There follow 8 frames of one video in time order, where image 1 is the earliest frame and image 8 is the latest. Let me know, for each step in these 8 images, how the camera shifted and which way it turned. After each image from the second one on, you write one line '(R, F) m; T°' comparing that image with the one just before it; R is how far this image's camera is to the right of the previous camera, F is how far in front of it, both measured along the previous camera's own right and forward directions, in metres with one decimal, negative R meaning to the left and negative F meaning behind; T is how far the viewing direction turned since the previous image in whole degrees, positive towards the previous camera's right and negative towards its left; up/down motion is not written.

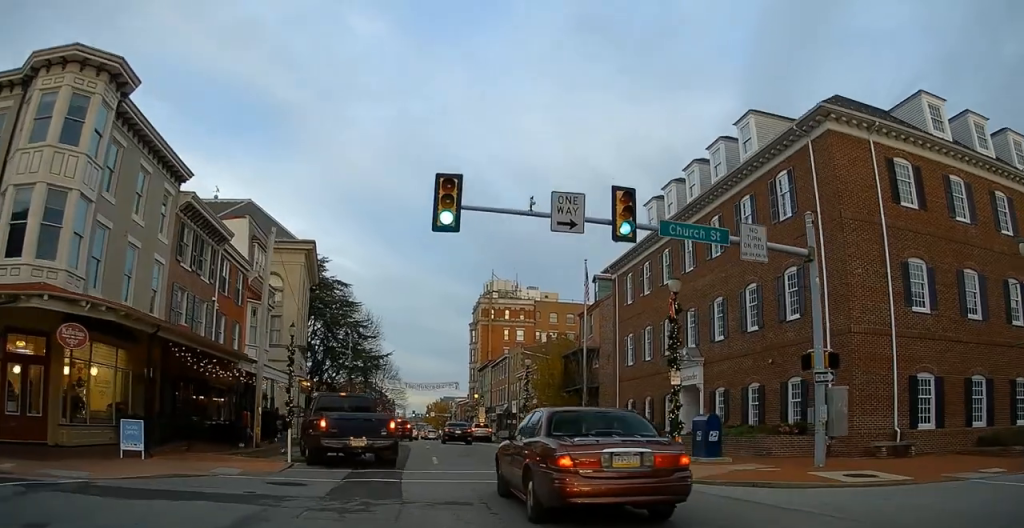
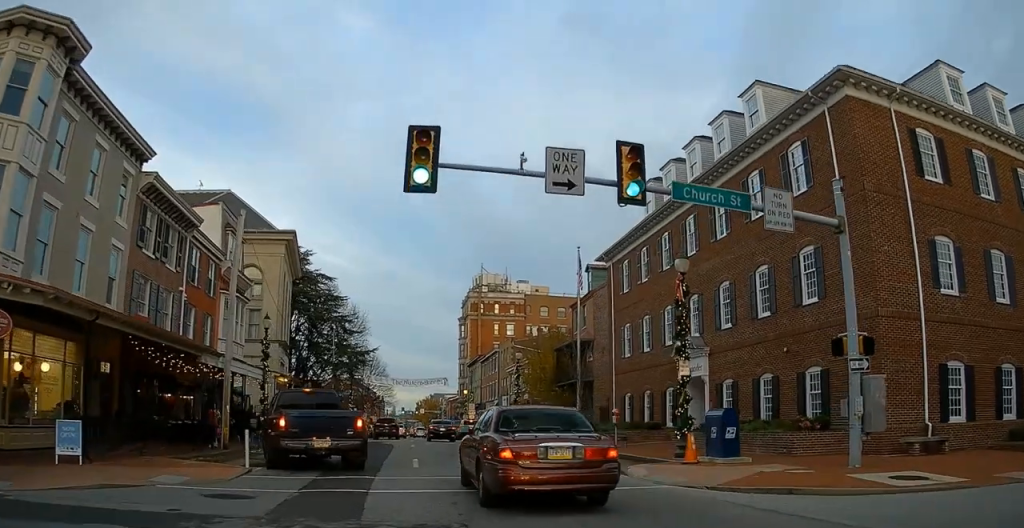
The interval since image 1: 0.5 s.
(-0.1, +2.1) m; +1°
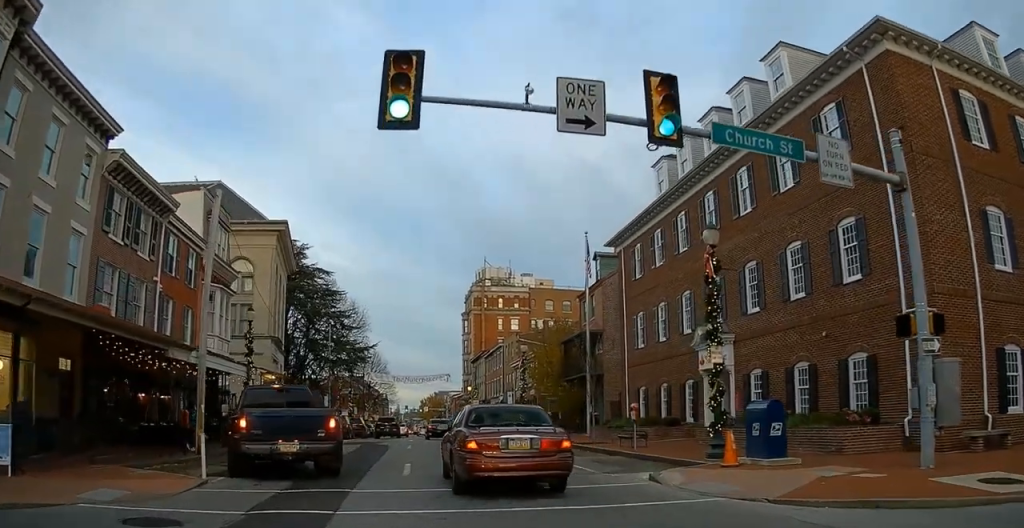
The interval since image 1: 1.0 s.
(+0.1, +2.5) m; +1°
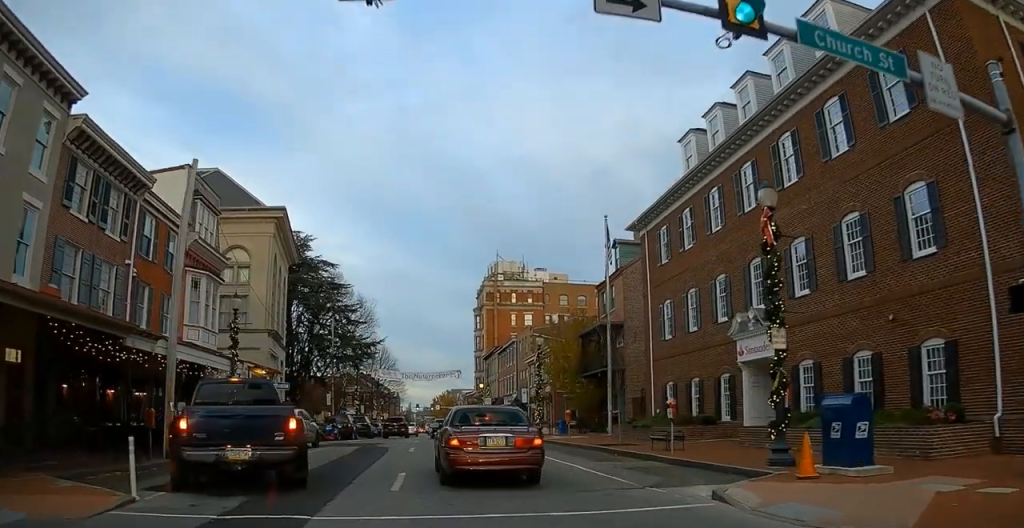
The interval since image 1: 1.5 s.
(+0.1, +2.9) m; 0°
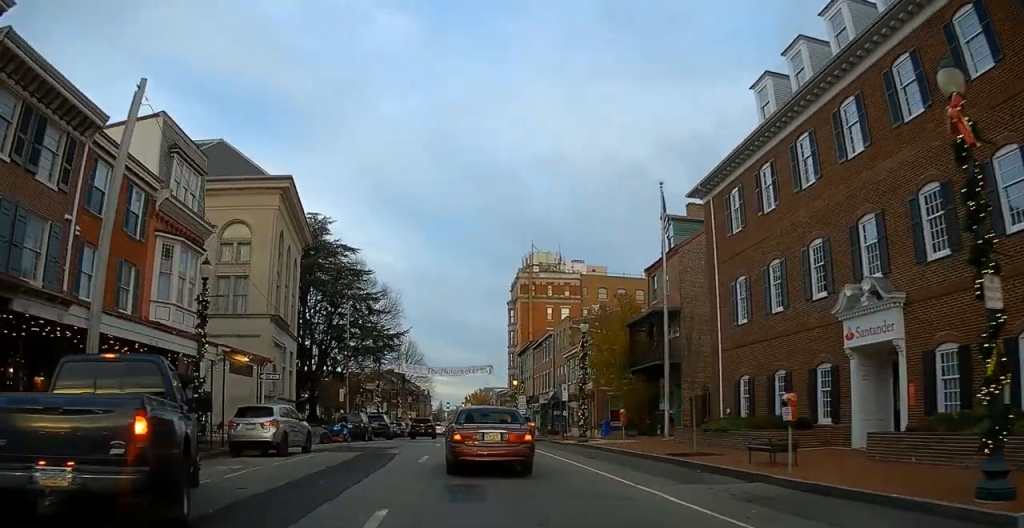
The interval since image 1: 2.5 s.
(-0.2, +5.7) m; -4°
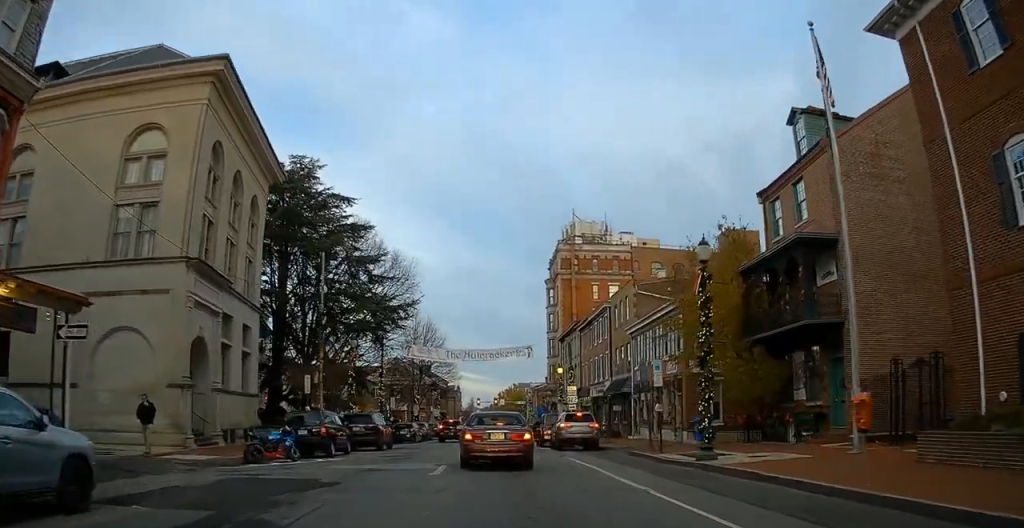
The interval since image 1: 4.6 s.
(-0.6, +14.3) m; -2°
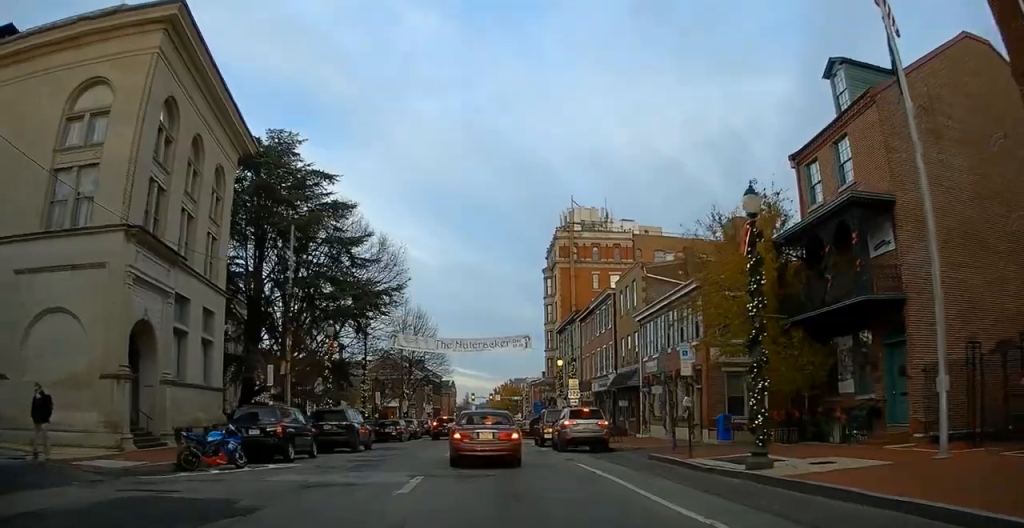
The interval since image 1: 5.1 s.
(+0.1, +4.0) m; 0°
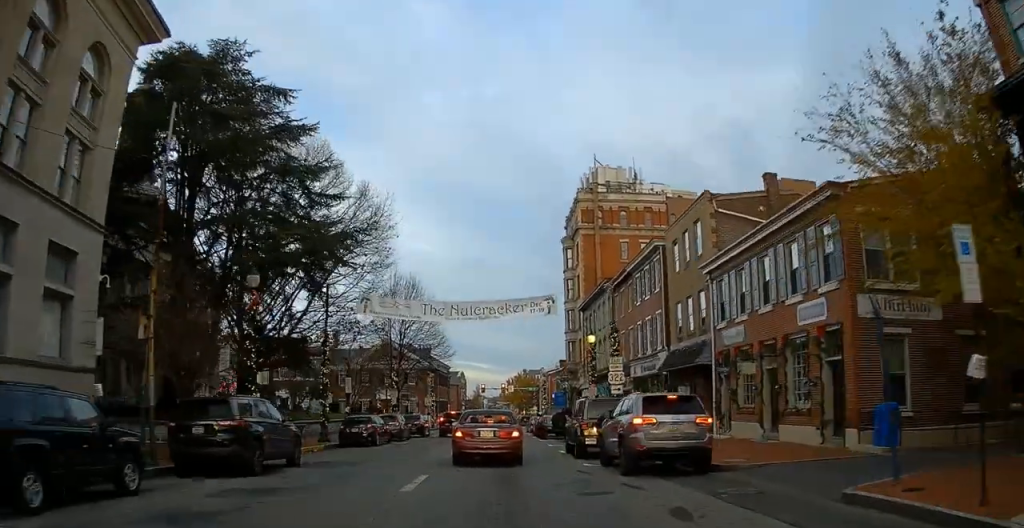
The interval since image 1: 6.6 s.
(-0.1, +11.5) m; -1°
